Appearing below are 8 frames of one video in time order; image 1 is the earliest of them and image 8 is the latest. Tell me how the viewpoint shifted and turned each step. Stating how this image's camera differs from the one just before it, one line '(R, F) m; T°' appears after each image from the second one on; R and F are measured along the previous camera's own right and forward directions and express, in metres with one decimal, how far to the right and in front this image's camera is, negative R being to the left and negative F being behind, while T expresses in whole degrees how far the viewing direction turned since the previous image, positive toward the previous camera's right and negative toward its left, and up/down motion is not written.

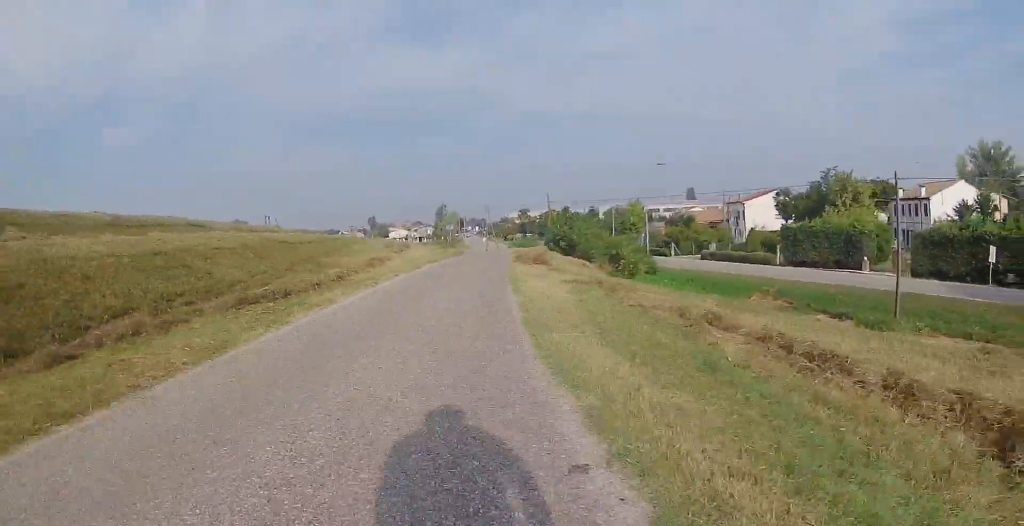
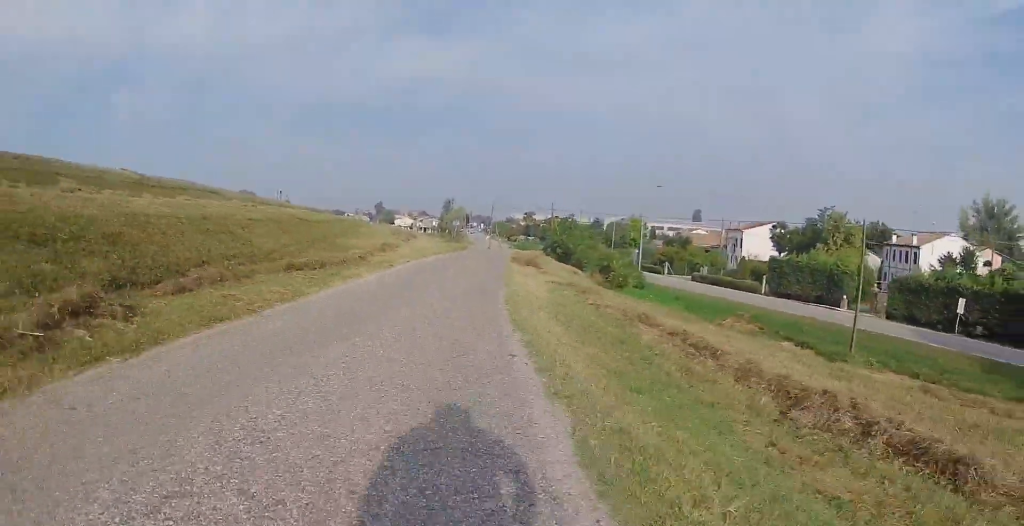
(0.0, +3.0) m; 0°
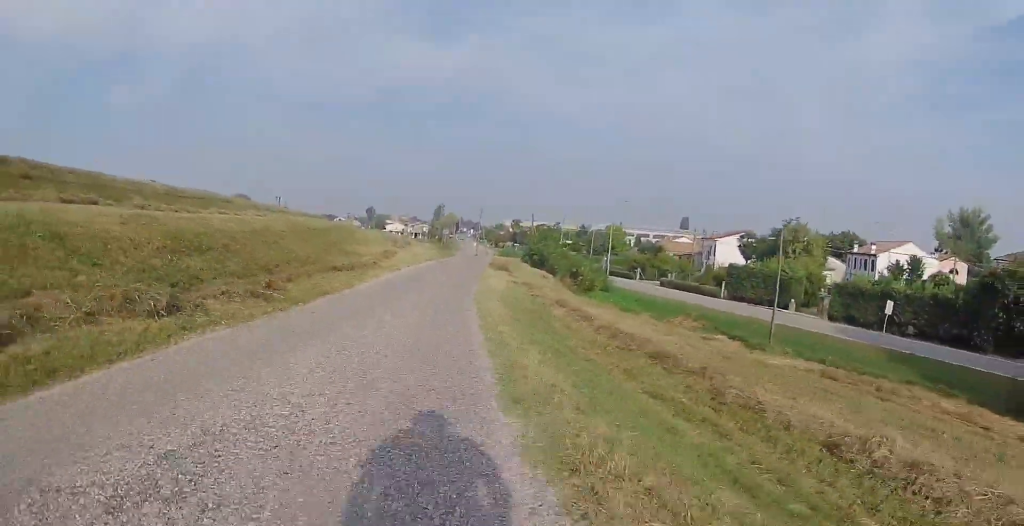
(0.0, +6.0) m; +3°
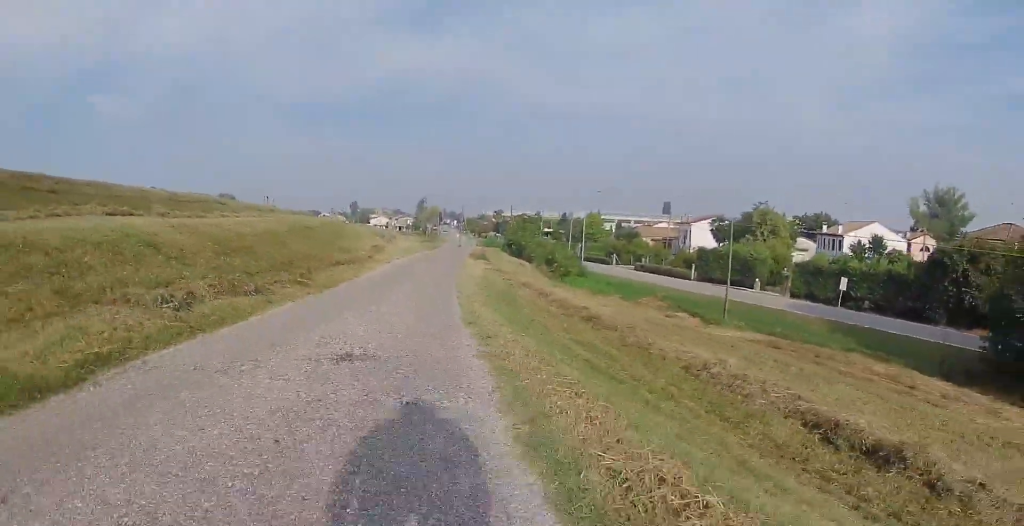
(+0.1, +3.9) m; +2°
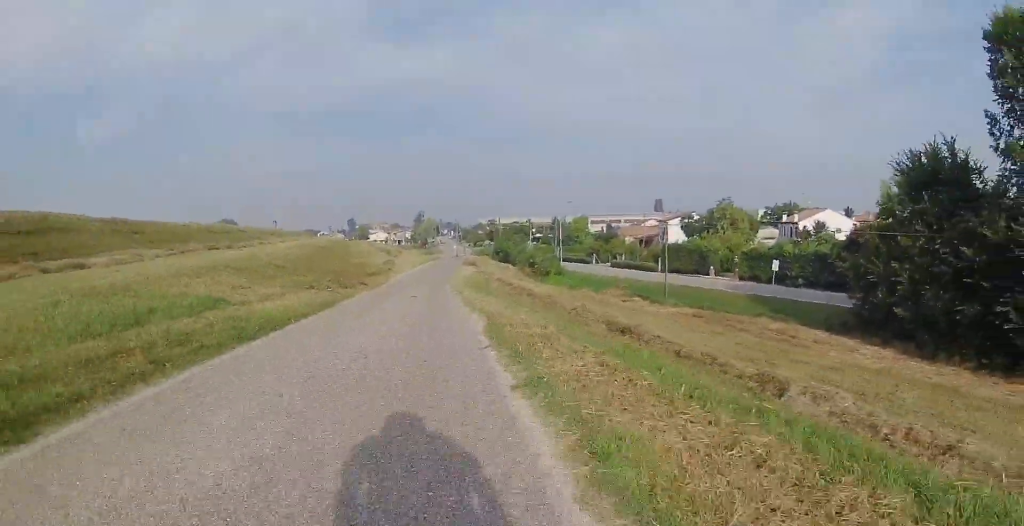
(+0.2, +10.1) m; +2°
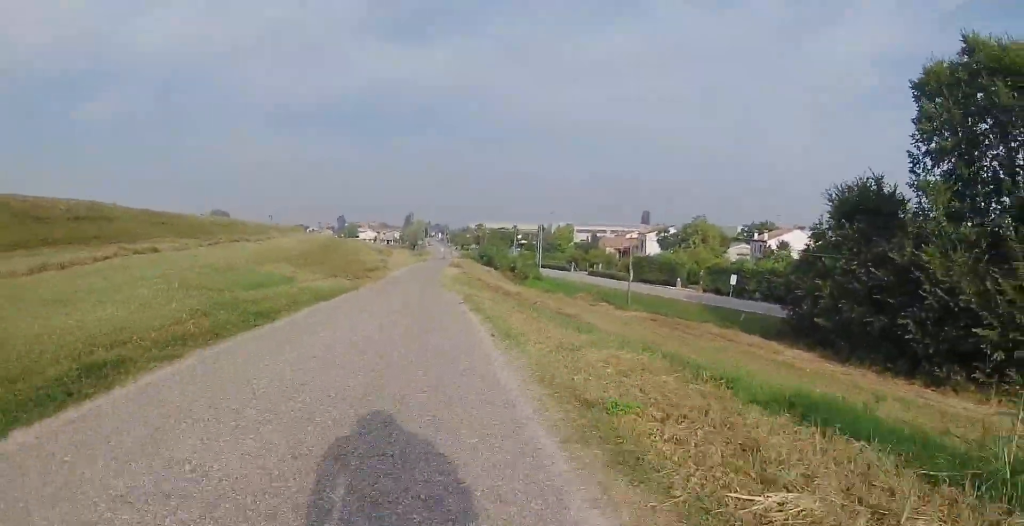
(+0.2, +5.5) m; +3°
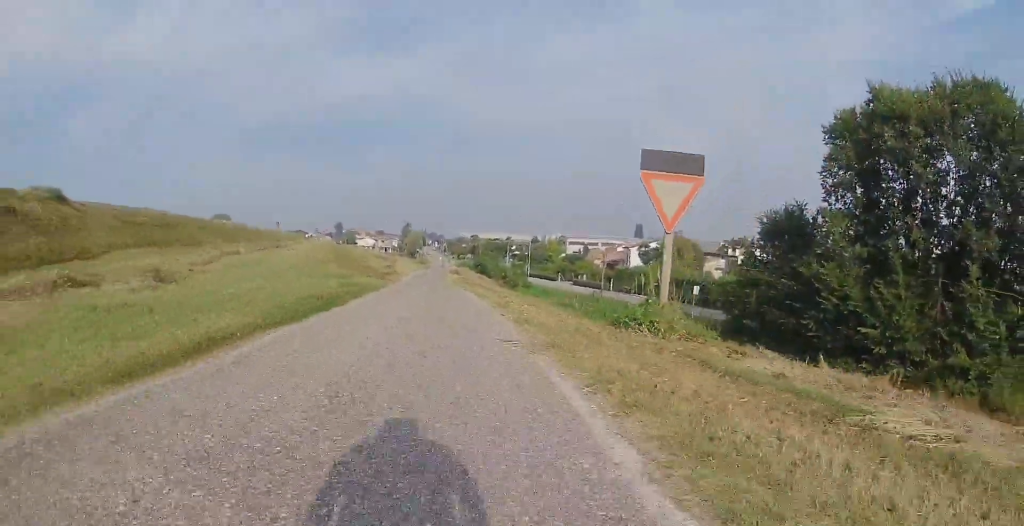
(+0.2, +8.5) m; +1°
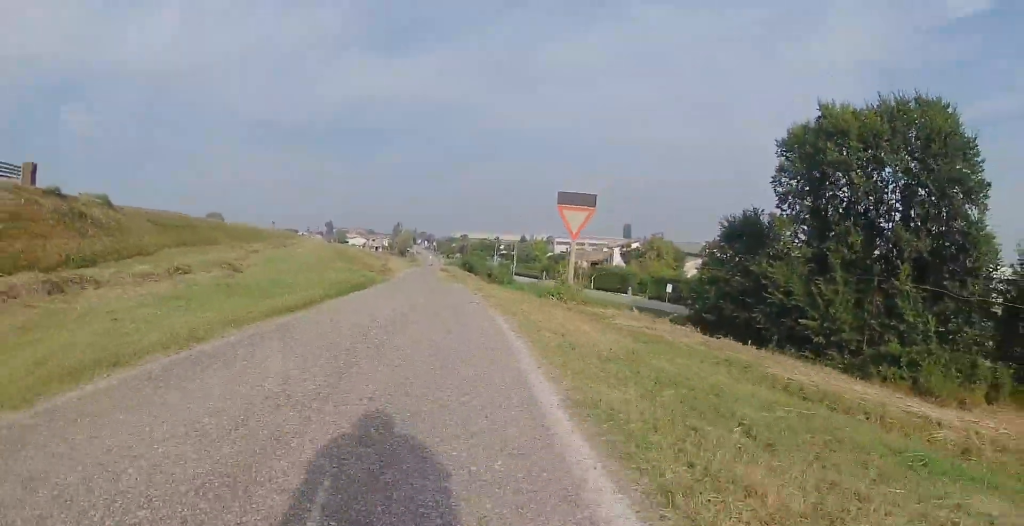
(-0.1, +4.8) m; -1°
